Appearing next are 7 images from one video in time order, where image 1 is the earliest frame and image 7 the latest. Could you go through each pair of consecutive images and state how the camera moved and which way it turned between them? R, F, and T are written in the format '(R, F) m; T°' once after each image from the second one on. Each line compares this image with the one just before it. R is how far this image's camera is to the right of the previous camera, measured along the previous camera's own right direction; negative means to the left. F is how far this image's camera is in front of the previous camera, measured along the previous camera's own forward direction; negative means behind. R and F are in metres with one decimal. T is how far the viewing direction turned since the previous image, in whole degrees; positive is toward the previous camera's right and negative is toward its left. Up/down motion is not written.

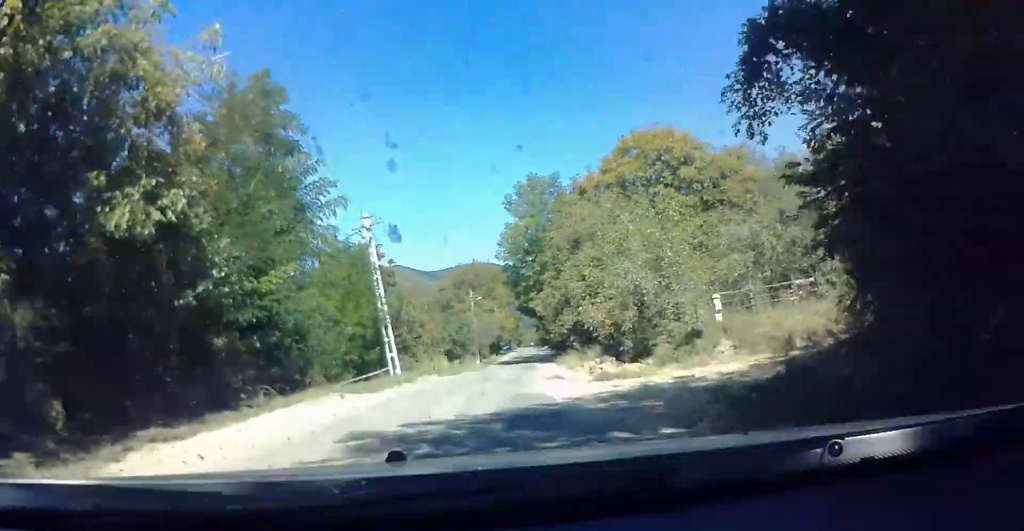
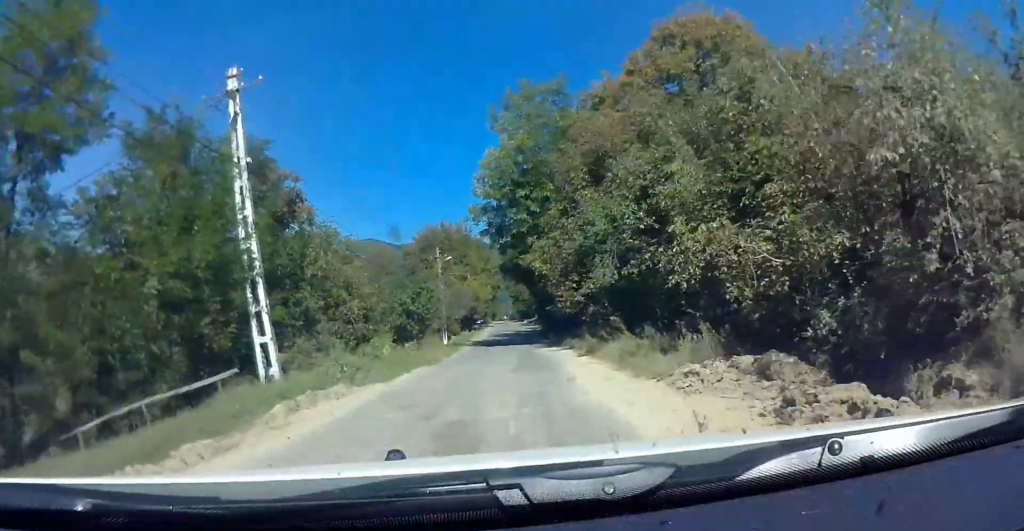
(+0.1, +16.1) m; -2°
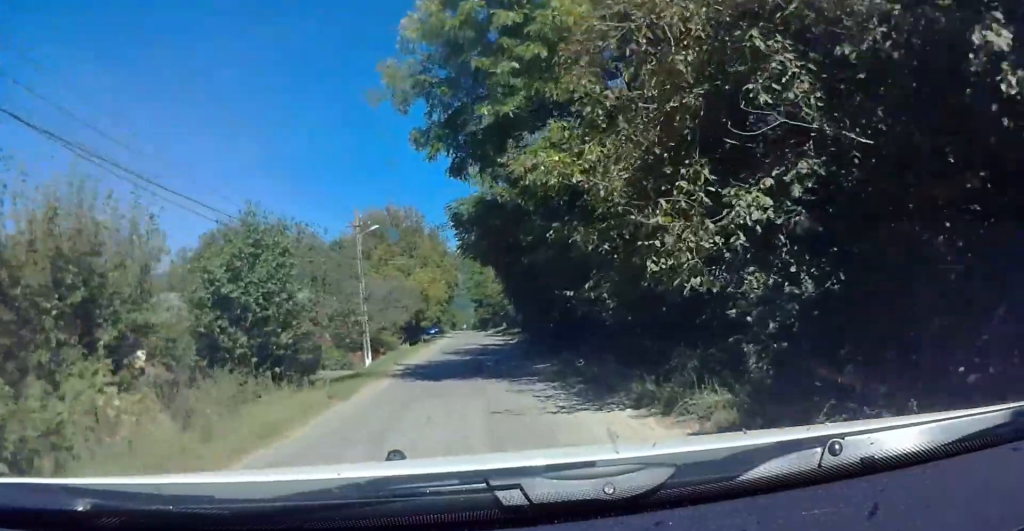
(-0.1, +19.9) m; +1°
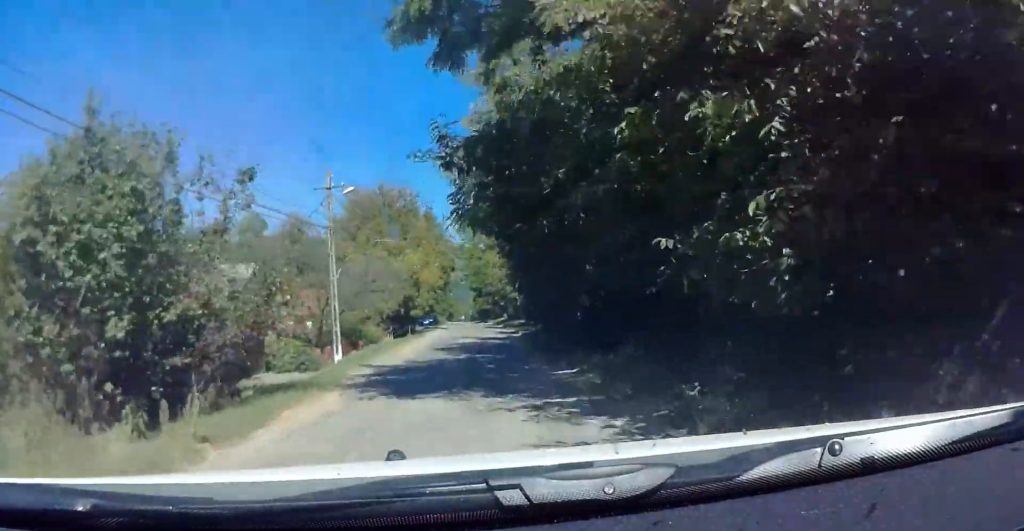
(+0.1, +6.7) m; 0°
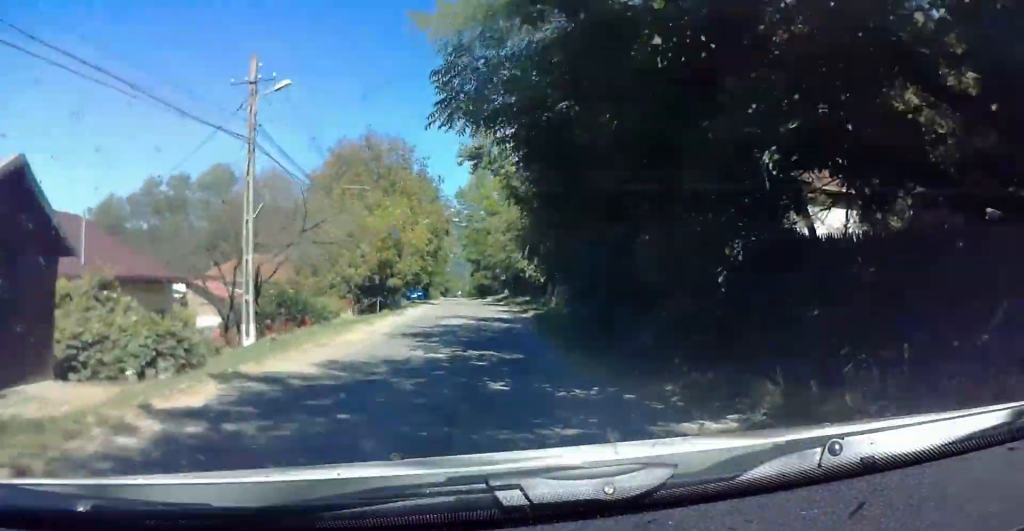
(0.0, +10.2) m; 0°
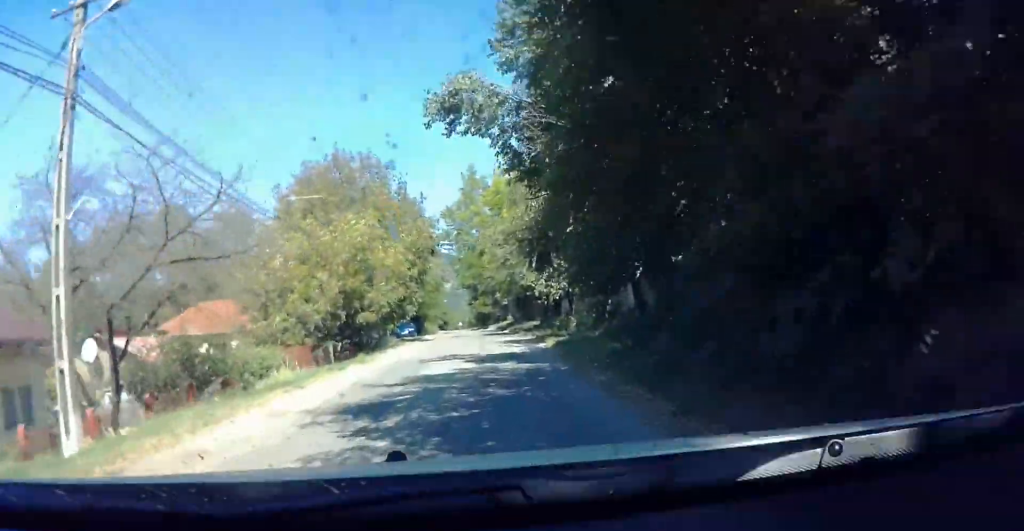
(0.0, +8.1) m; 0°
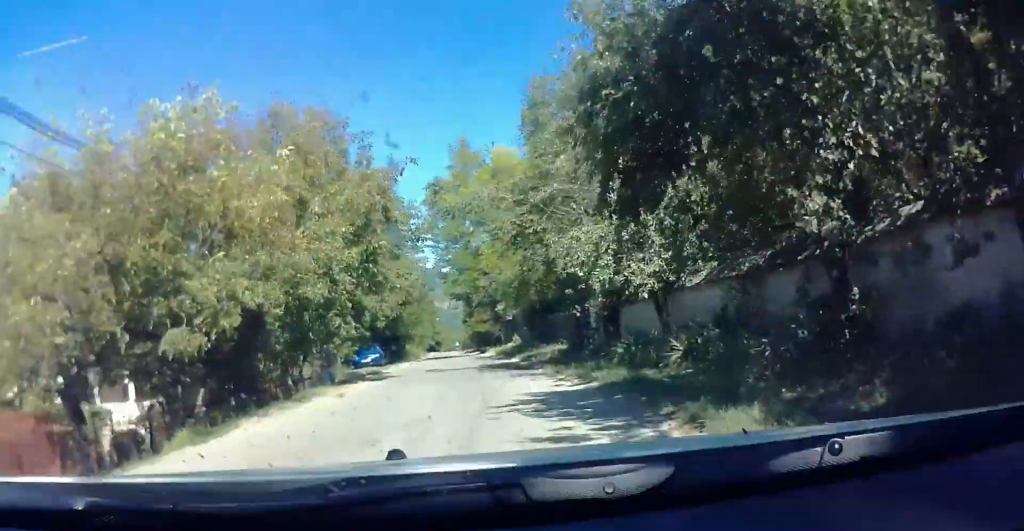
(-0.3, +16.2) m; +3°
